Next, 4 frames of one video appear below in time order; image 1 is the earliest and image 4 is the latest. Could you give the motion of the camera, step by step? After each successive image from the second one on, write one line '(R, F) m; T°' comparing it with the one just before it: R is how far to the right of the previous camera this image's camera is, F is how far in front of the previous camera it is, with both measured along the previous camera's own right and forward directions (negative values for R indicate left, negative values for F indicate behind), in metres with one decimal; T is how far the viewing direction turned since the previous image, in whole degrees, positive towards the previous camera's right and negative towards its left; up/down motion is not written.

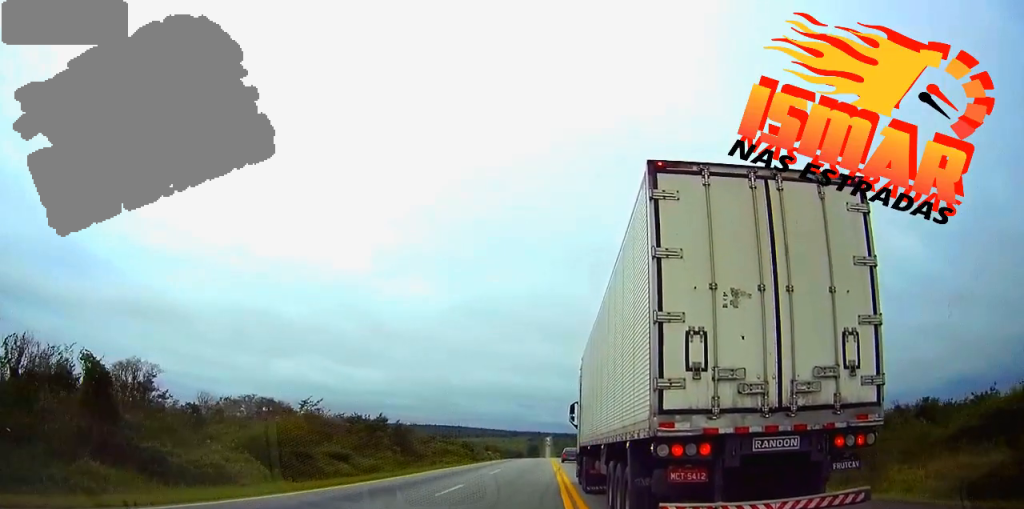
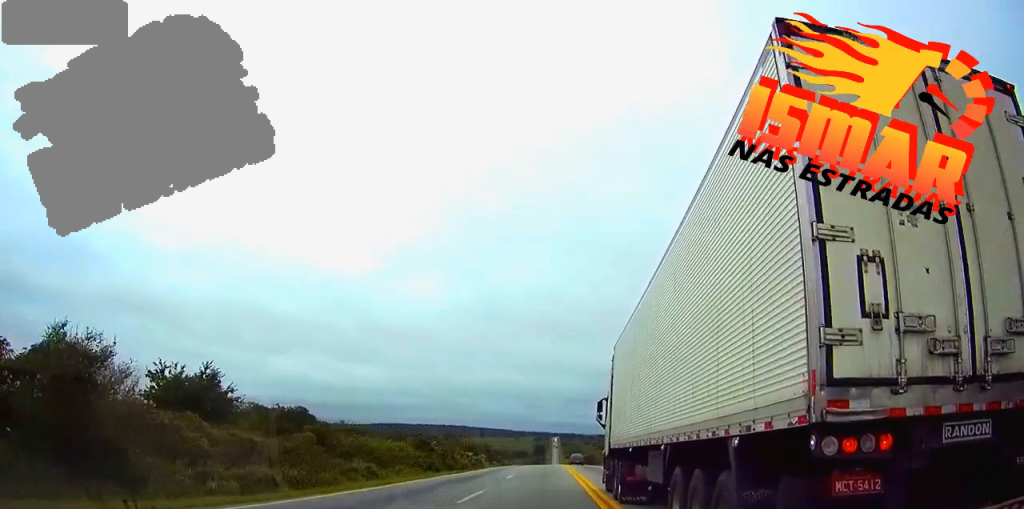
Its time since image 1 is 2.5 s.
(+2.1, +68.2) m; +2°
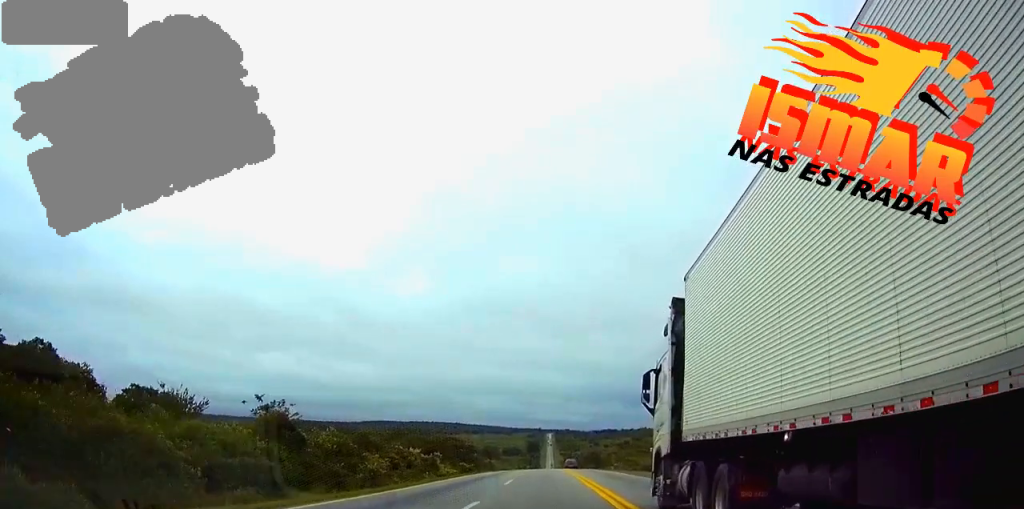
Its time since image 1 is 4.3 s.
(-0.2, +53.5) m; 0°
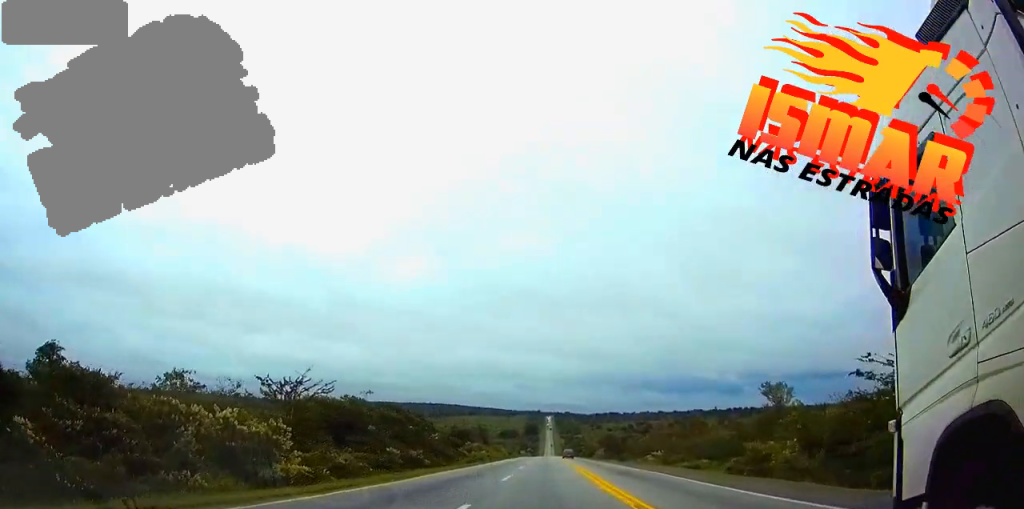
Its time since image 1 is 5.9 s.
(+0.2, +52.7) m; 0°
